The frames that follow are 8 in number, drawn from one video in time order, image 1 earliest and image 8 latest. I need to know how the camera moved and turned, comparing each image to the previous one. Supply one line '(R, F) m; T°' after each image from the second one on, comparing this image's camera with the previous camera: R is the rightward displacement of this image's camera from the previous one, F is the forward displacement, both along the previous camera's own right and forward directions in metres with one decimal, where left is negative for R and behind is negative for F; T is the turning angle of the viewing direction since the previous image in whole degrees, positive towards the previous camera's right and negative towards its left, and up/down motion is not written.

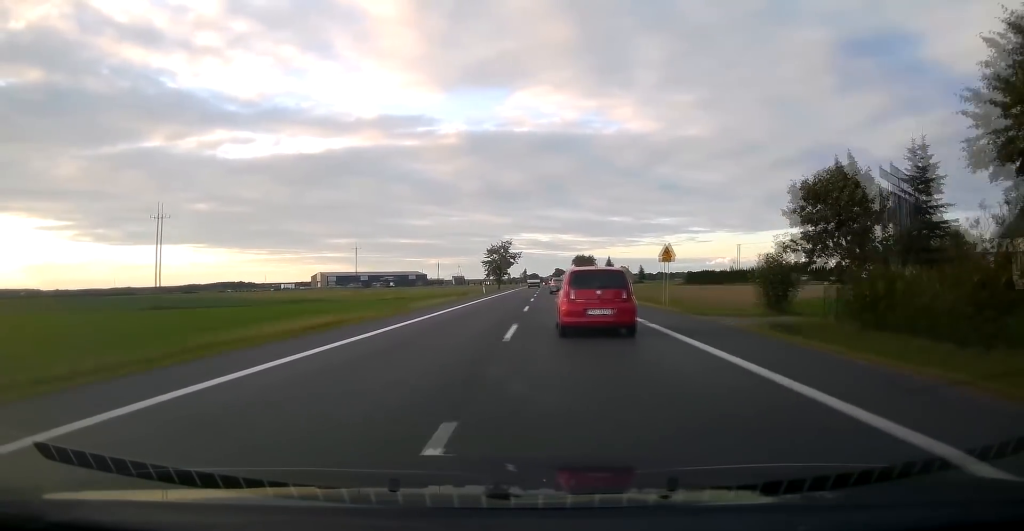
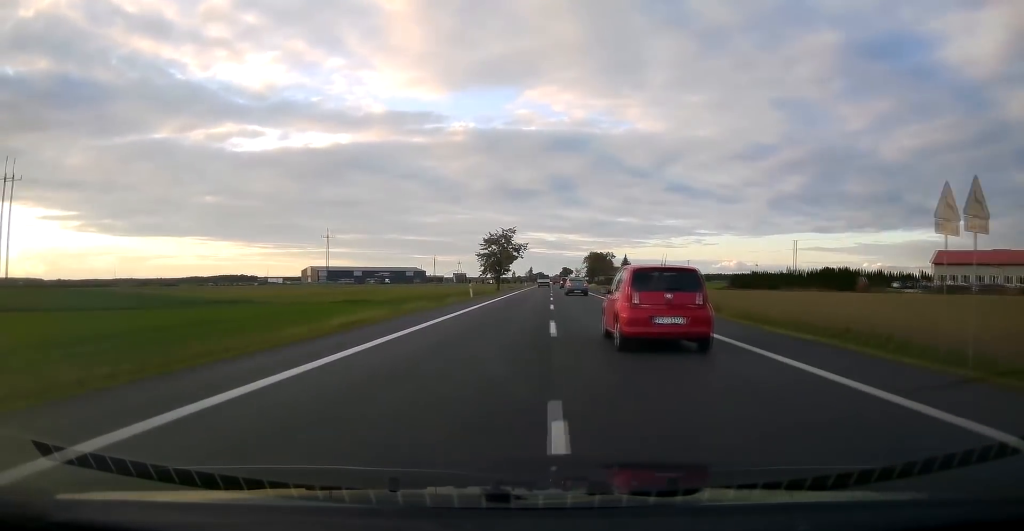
(0.0, +23.7) m; 0°
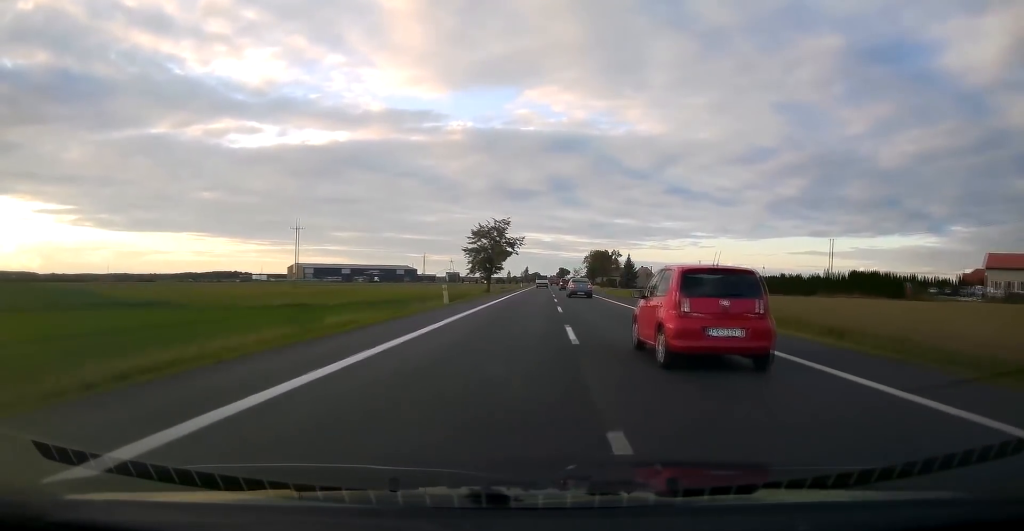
(0.0, +13.6) m; 0°
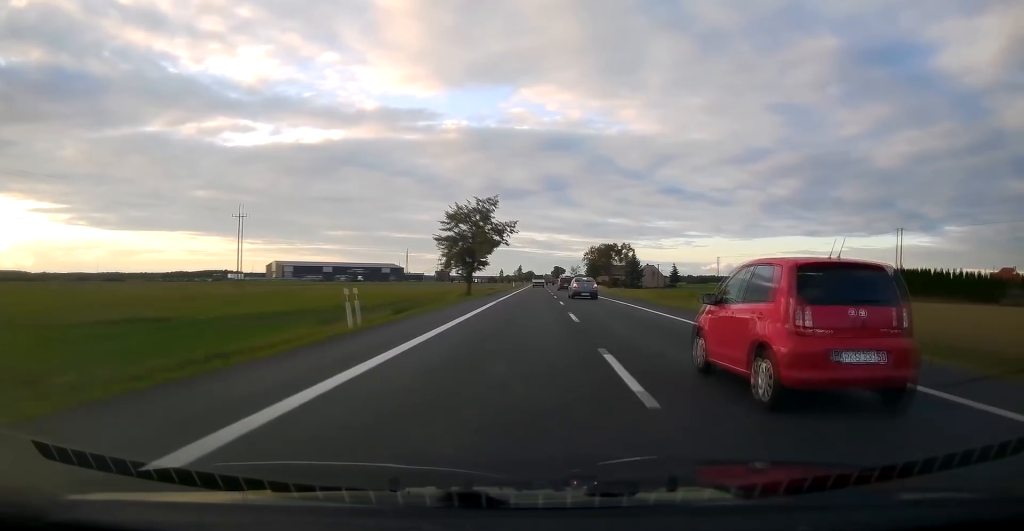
(0.0, +18.3) m; 0°
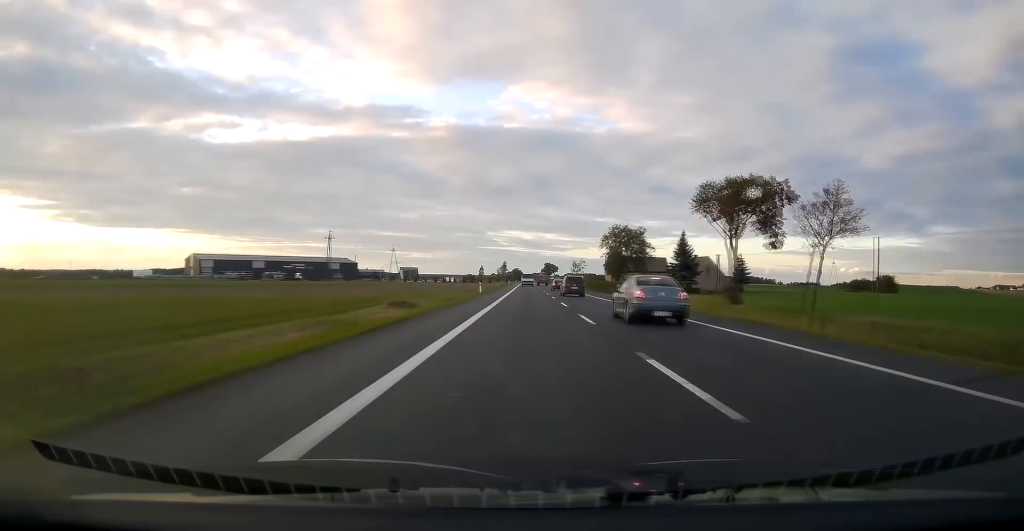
(+0.2, +61.6) m; +1°
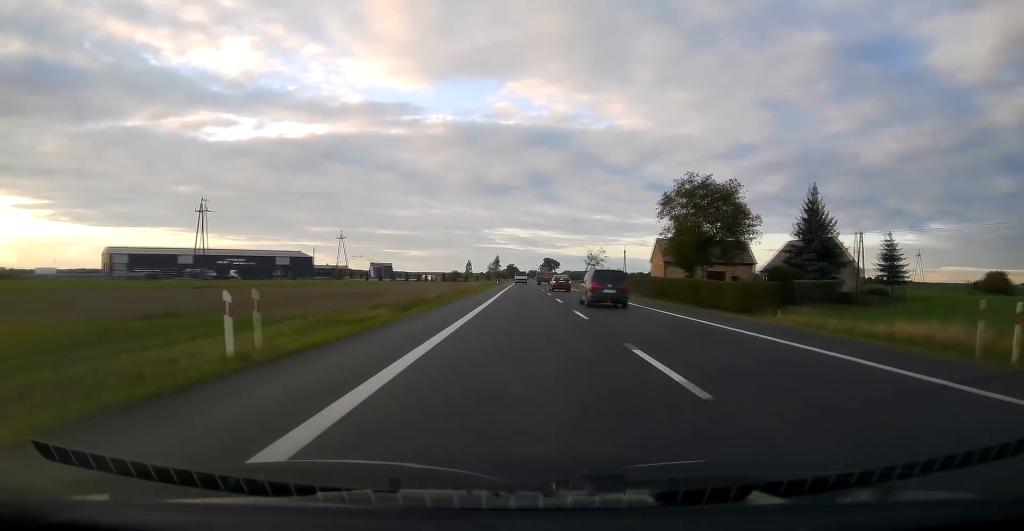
(+0.5, +47.5) m; +1°
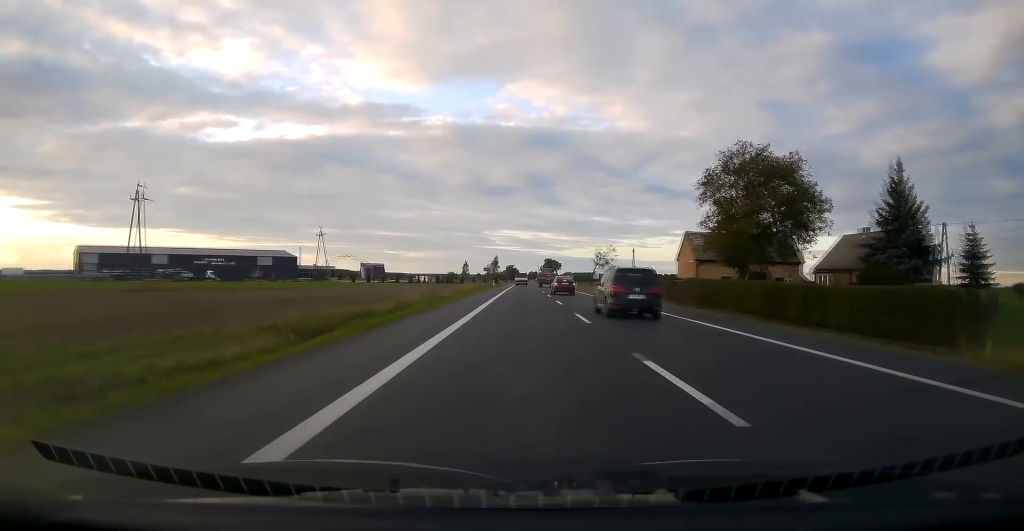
(0.0, +13.4) m; 0°
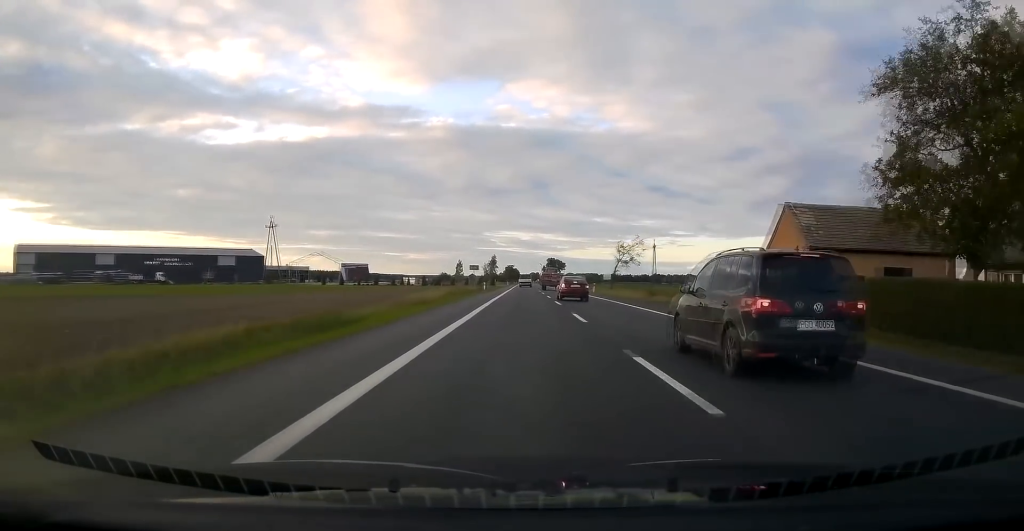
(0.0, +23.8) m; -1°
